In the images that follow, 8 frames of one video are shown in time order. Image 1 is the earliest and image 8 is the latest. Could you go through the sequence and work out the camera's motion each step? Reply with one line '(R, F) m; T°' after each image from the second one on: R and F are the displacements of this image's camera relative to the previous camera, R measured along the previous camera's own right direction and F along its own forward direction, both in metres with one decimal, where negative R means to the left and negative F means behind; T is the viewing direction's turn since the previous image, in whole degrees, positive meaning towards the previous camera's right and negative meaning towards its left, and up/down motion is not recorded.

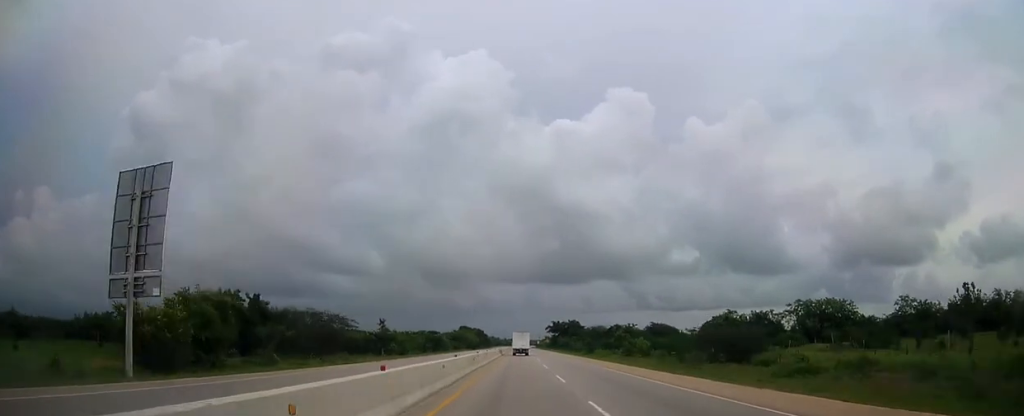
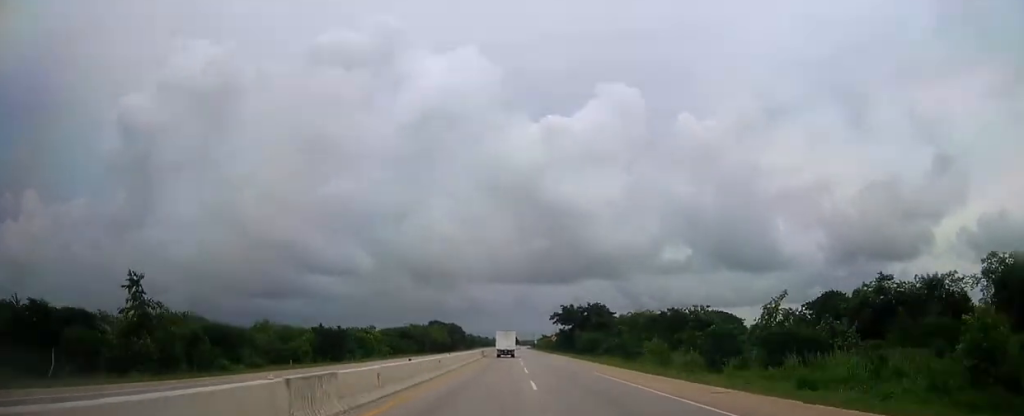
(+0.3, +68.9) m; 0°
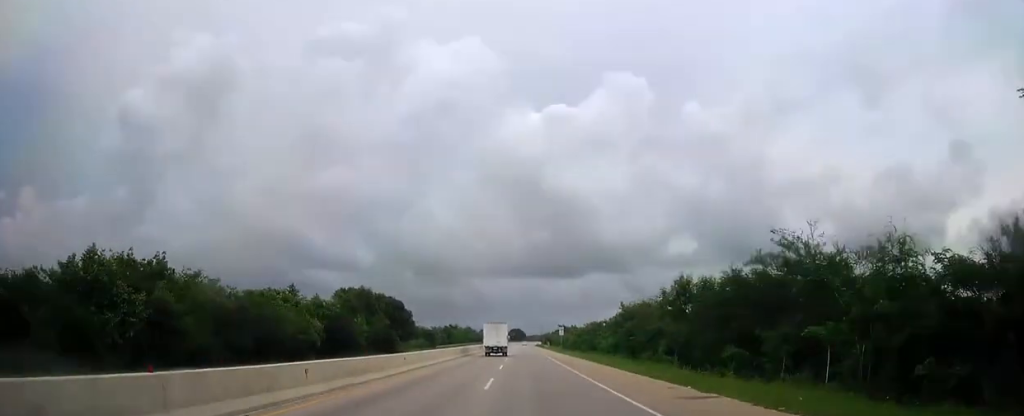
(0.0, +104.6) m; 0°
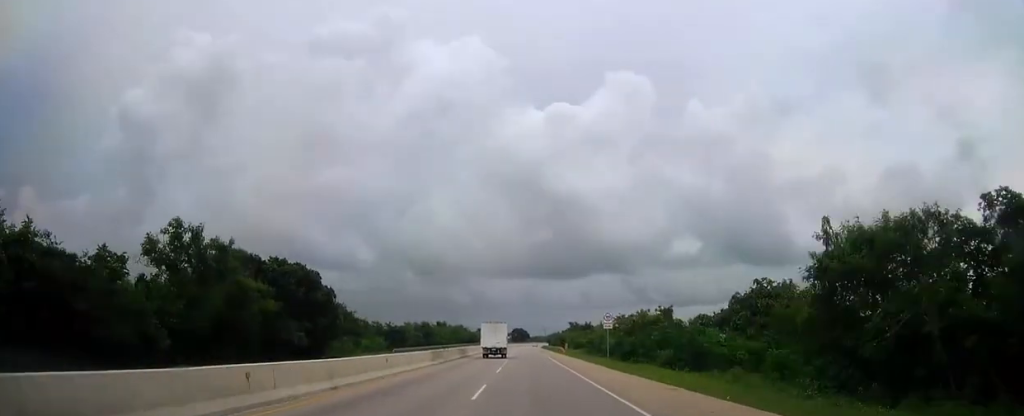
(-0.1, +42.9) m; 0°
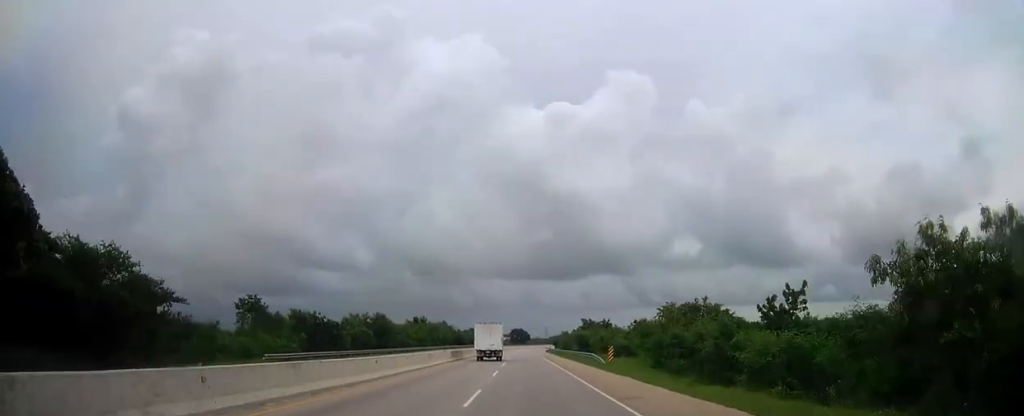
(0.0, +38.7) m; 0°
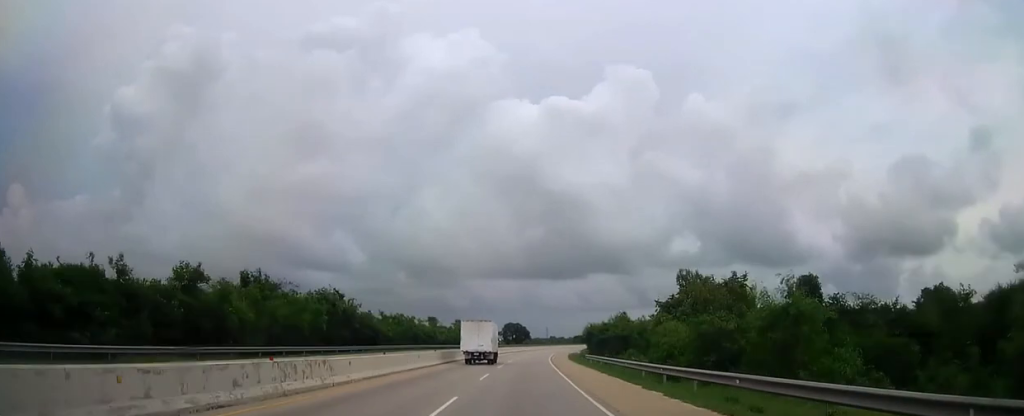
(-0.3, +89.5) m; +1°
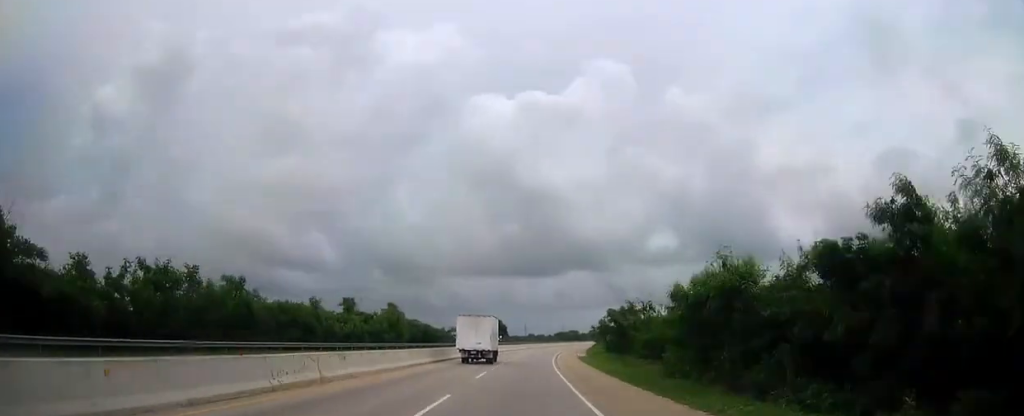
(+0.8, +48.1) m; +2°
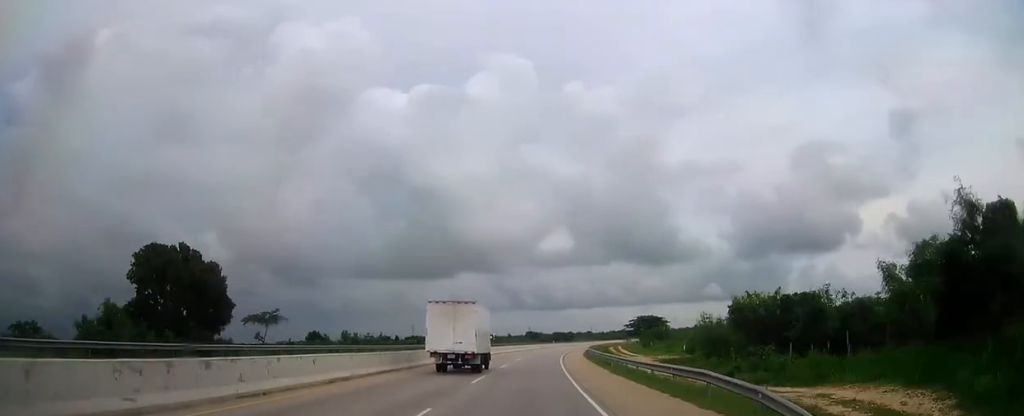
(+9.1, +139.8) m; +9°
